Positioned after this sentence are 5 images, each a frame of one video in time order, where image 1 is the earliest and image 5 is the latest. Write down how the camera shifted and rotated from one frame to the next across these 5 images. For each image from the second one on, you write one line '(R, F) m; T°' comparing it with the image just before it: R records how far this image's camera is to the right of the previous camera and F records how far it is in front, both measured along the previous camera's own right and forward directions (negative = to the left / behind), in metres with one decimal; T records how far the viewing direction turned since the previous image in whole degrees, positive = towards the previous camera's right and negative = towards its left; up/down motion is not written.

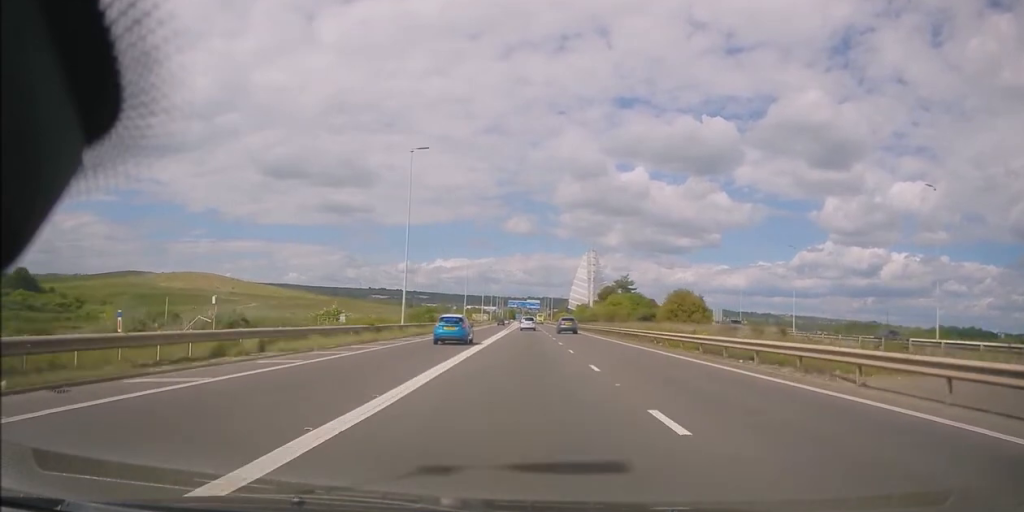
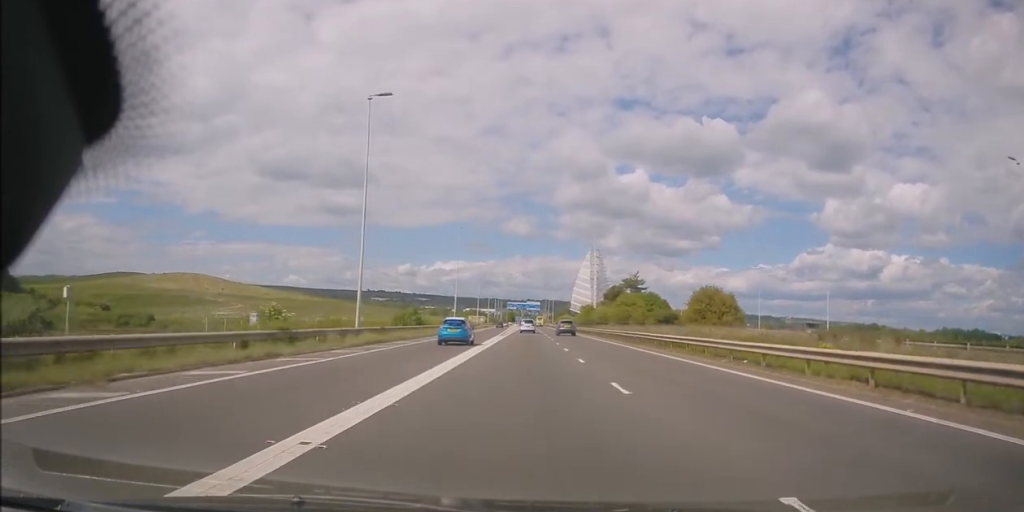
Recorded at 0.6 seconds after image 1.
(+0.1, +12.9) m; 0°
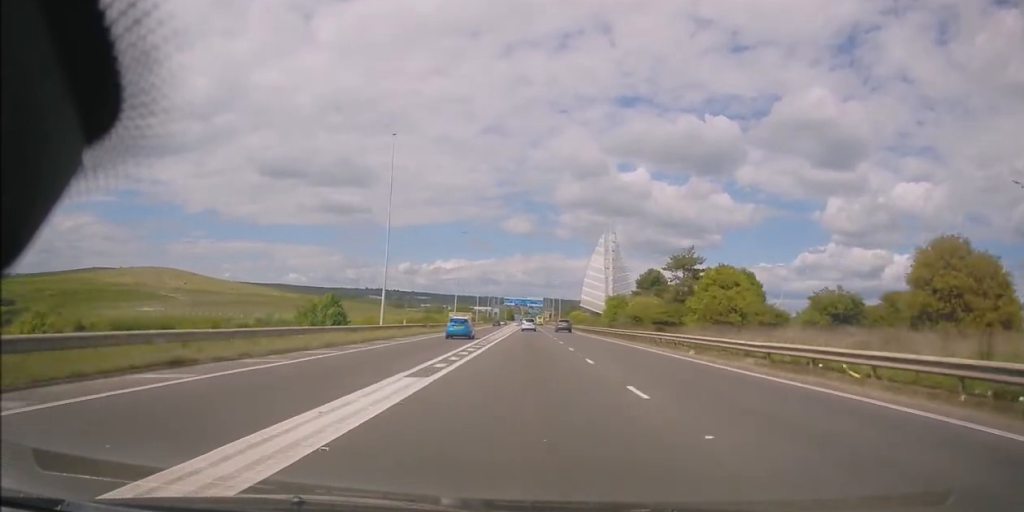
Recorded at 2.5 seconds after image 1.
(-0.2, +44.0) m; 0°
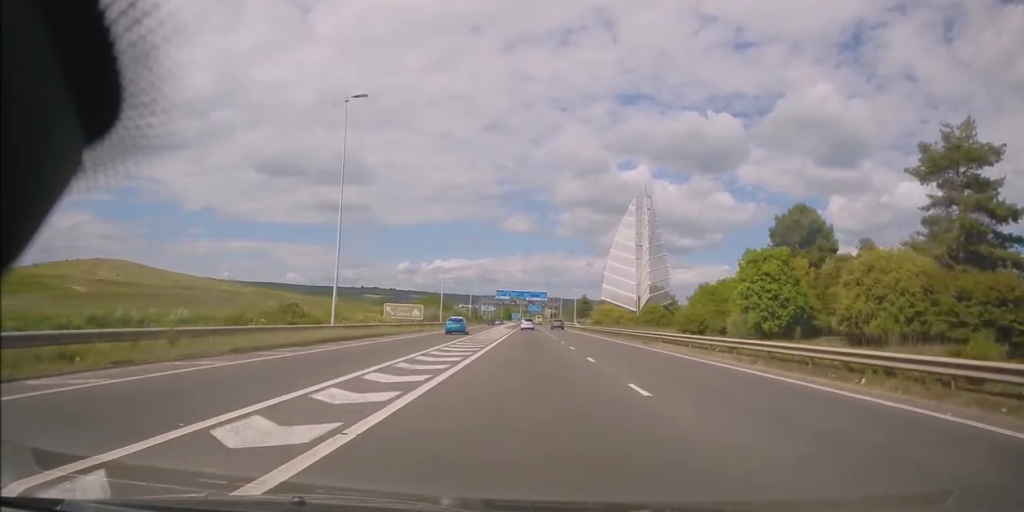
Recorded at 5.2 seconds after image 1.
(+0.2, +60.0) m; 0°
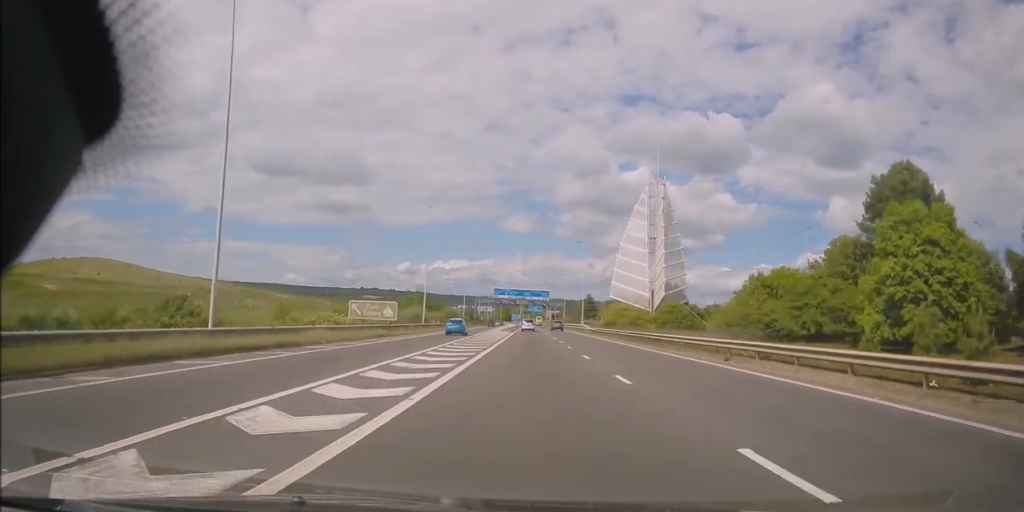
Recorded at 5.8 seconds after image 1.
(+0.2, +14.9) m; 0°
